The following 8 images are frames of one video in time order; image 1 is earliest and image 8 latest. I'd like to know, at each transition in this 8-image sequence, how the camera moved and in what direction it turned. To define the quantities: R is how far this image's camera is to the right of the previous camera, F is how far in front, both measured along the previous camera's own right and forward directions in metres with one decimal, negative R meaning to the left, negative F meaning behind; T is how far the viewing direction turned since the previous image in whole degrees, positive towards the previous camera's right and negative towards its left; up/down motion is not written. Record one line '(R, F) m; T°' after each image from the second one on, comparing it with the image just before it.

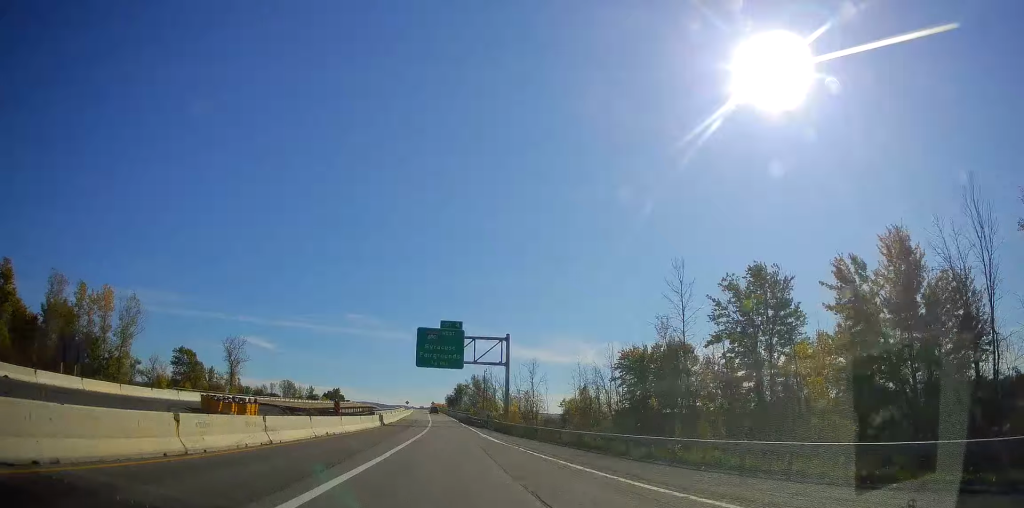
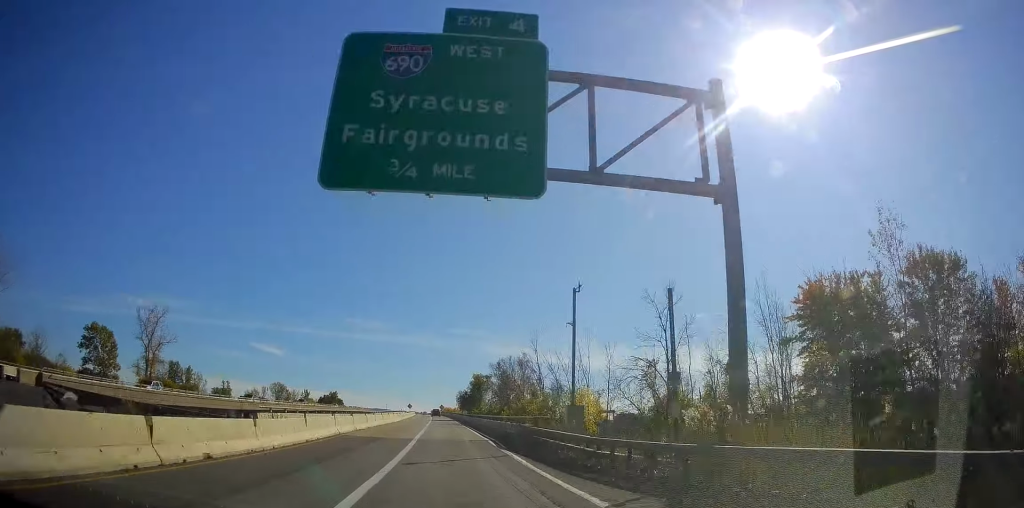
(-0.3, +44.5) m; -1°
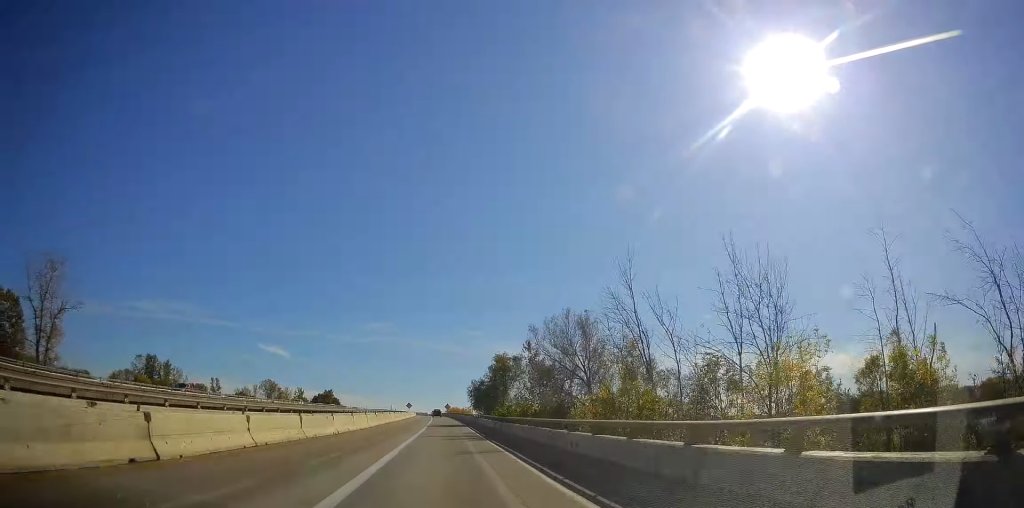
(-0.1, +30.3) m; -1°
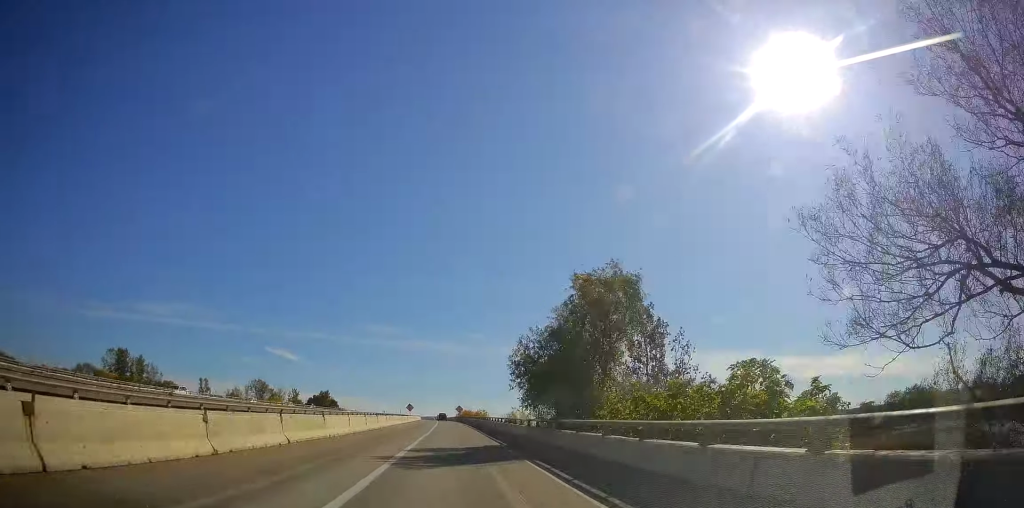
(-0.4, +34.2) m; -1°
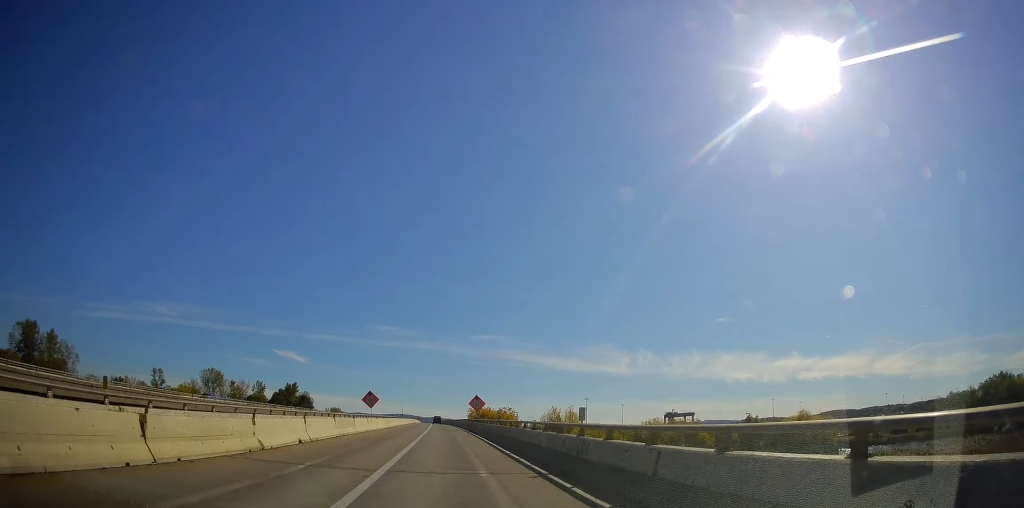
(-1.0, +63.7) m; -2°
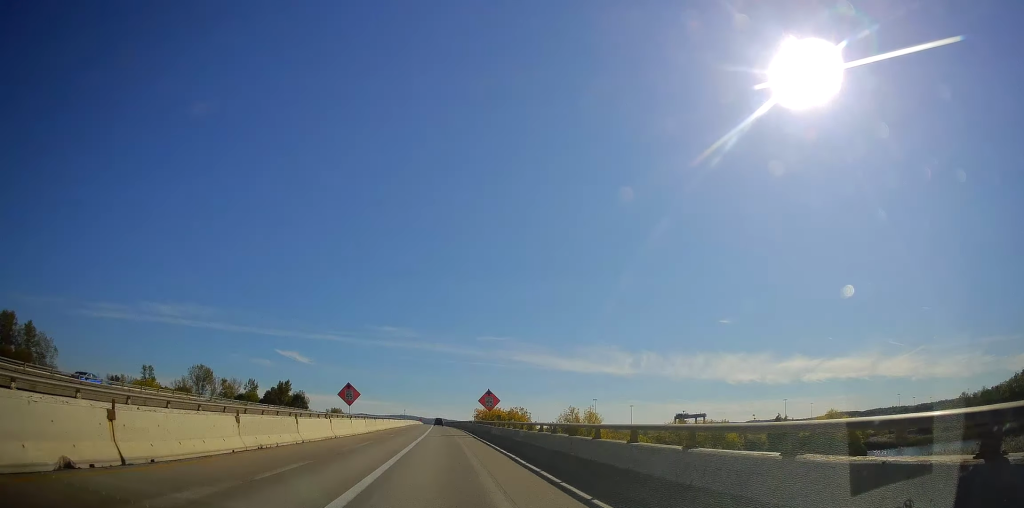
(-0.2, +13.4) m; 0°
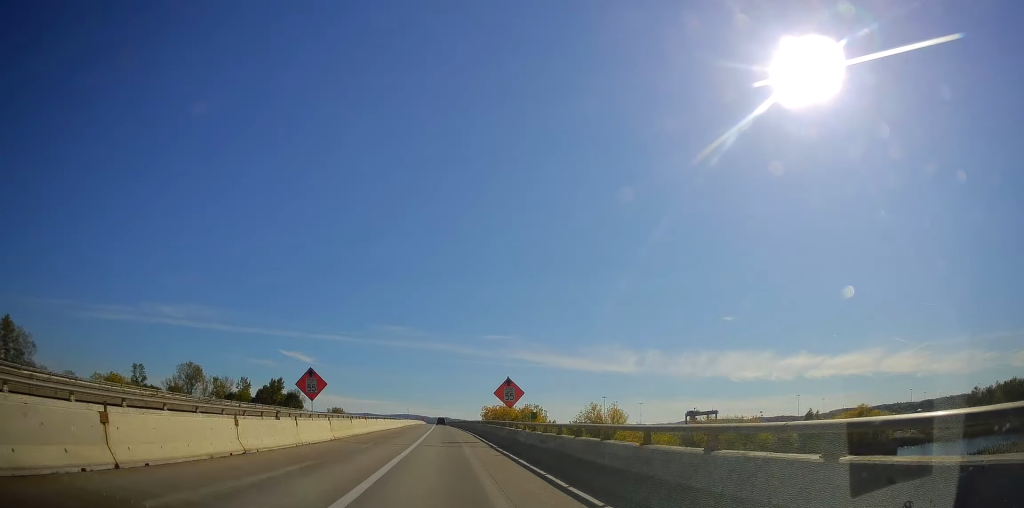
(+0.2, +12.5) m; 0°
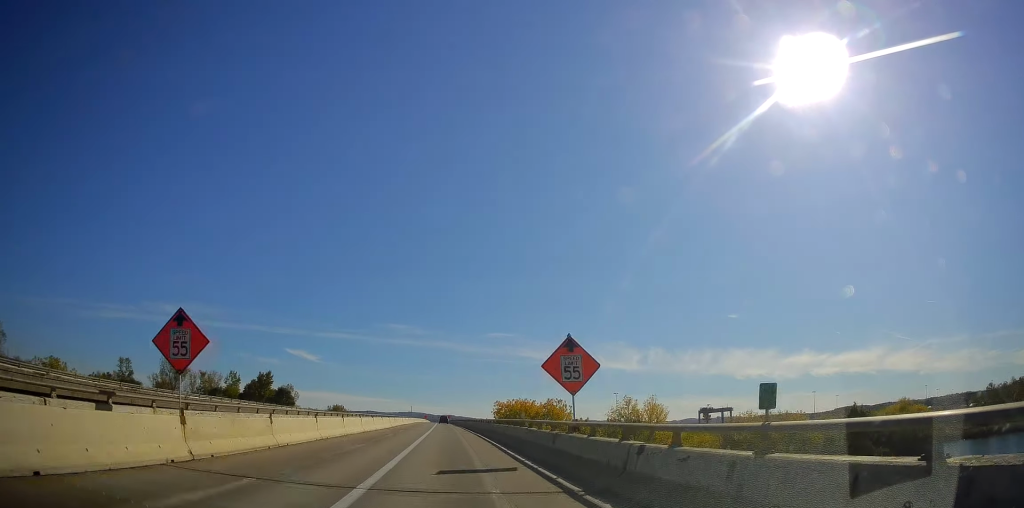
(+0.1, +15.4) m; 0°
